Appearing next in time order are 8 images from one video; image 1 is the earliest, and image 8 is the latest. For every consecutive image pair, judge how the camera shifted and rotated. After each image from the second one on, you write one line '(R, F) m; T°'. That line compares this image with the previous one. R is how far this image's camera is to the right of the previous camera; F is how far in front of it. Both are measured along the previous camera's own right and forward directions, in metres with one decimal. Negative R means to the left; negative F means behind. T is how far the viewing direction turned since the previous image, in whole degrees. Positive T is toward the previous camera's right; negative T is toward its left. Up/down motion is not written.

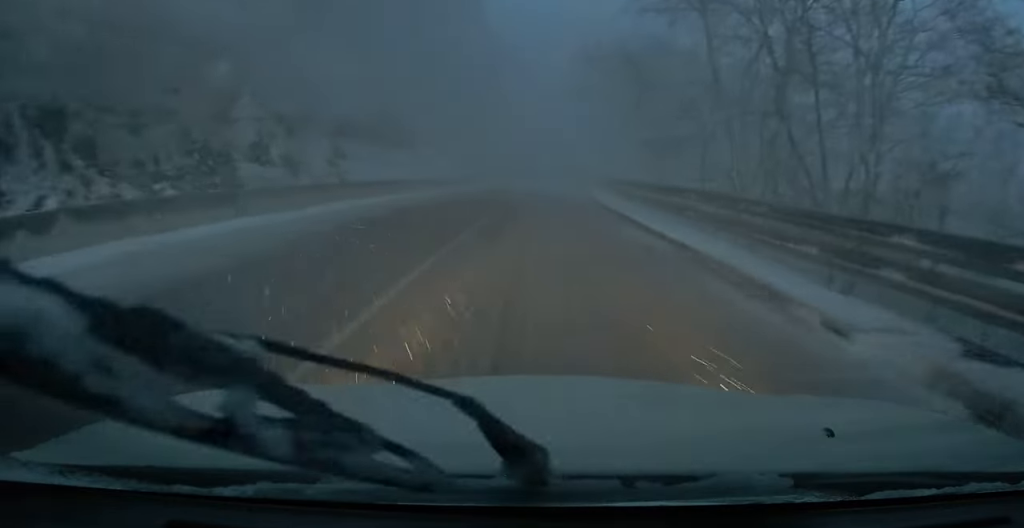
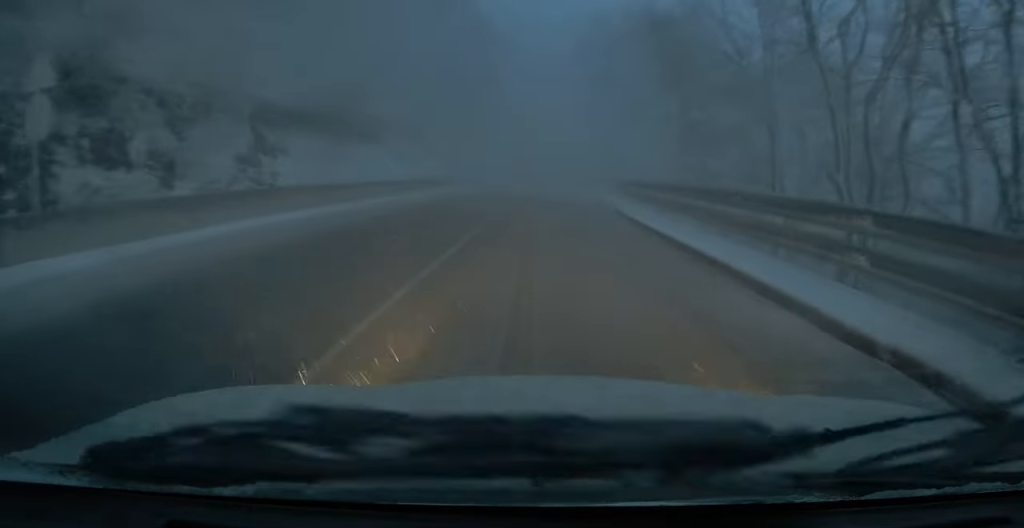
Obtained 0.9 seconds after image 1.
(0.0, +7.5) m; 0°
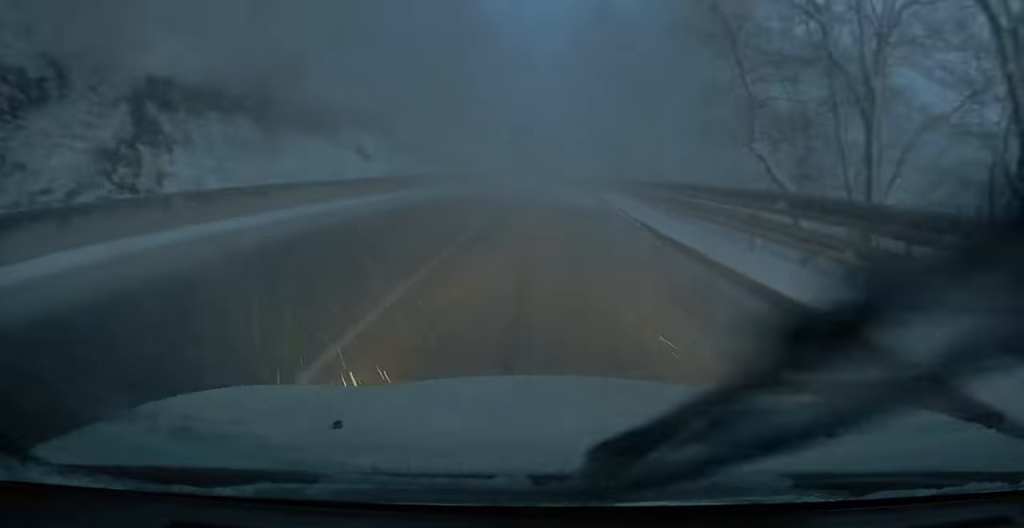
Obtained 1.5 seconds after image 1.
(0.0, +6.1) m; 0°
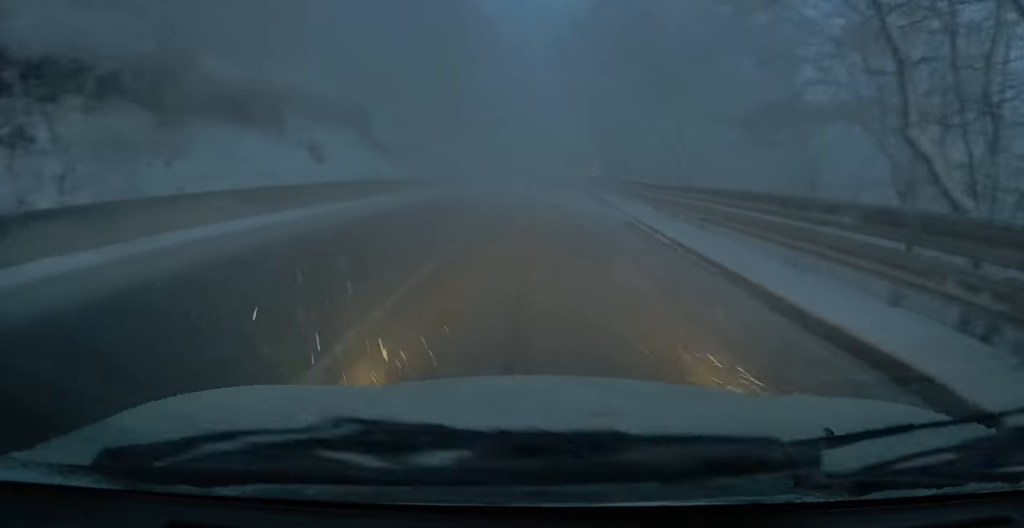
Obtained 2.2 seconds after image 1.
(0.0, +6.2) m; 0°
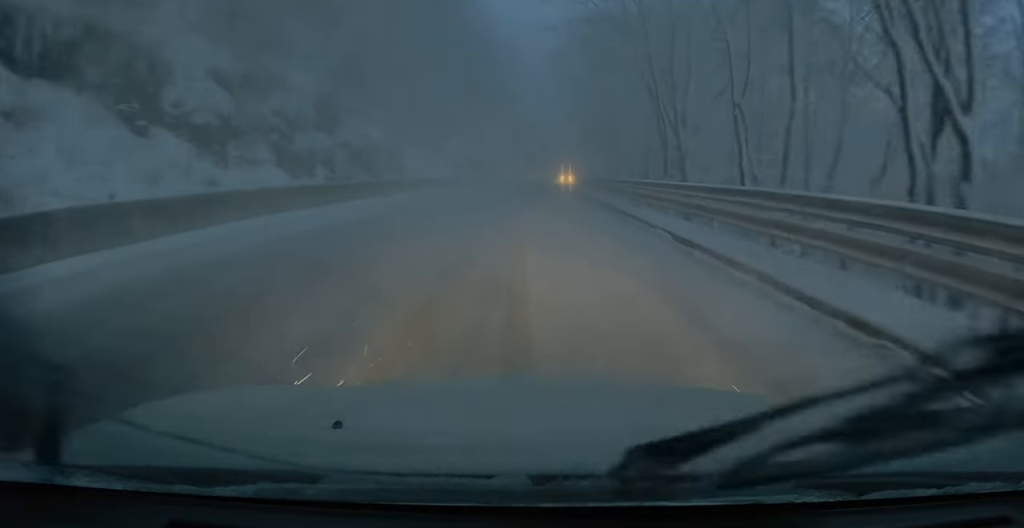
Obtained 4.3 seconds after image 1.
(+0.4, +20.7) m; +2°
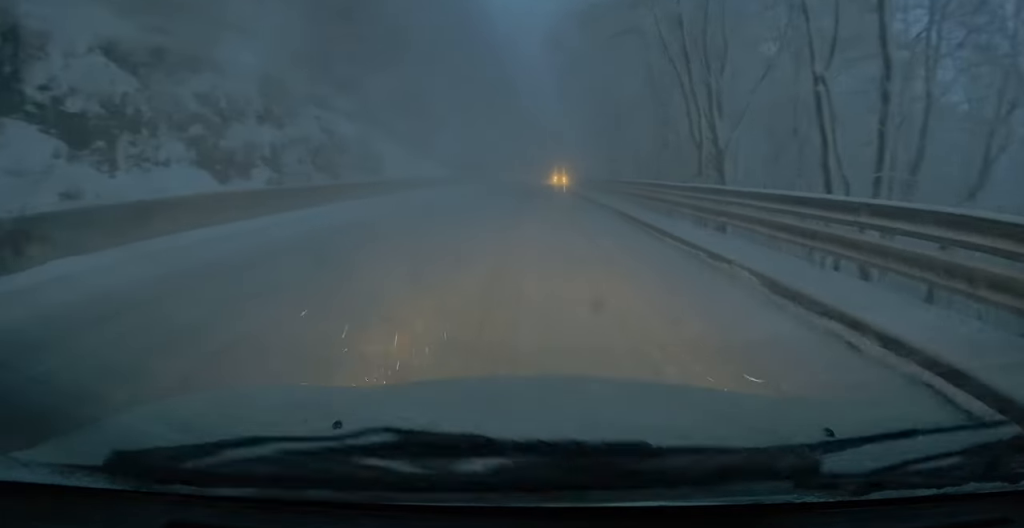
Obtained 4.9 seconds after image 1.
(0.0, +5.6) m; 0°
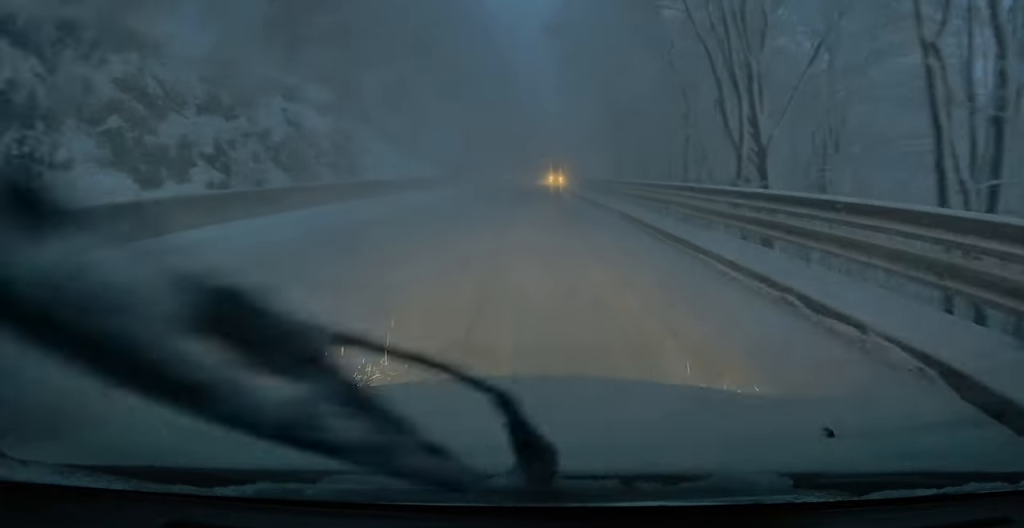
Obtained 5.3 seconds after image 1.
(0.0, +4.0) m; 0°
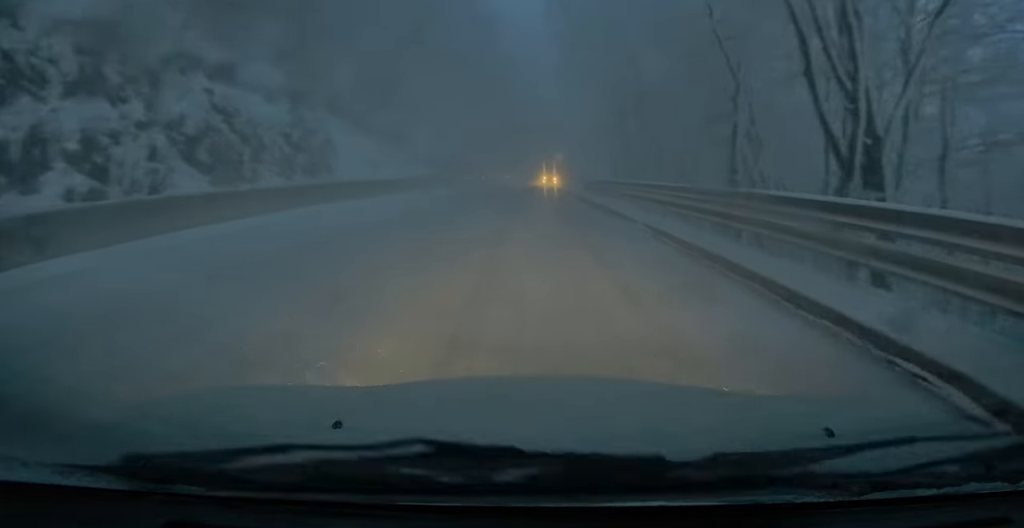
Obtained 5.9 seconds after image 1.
(0.0, +6.1) m; -1°
